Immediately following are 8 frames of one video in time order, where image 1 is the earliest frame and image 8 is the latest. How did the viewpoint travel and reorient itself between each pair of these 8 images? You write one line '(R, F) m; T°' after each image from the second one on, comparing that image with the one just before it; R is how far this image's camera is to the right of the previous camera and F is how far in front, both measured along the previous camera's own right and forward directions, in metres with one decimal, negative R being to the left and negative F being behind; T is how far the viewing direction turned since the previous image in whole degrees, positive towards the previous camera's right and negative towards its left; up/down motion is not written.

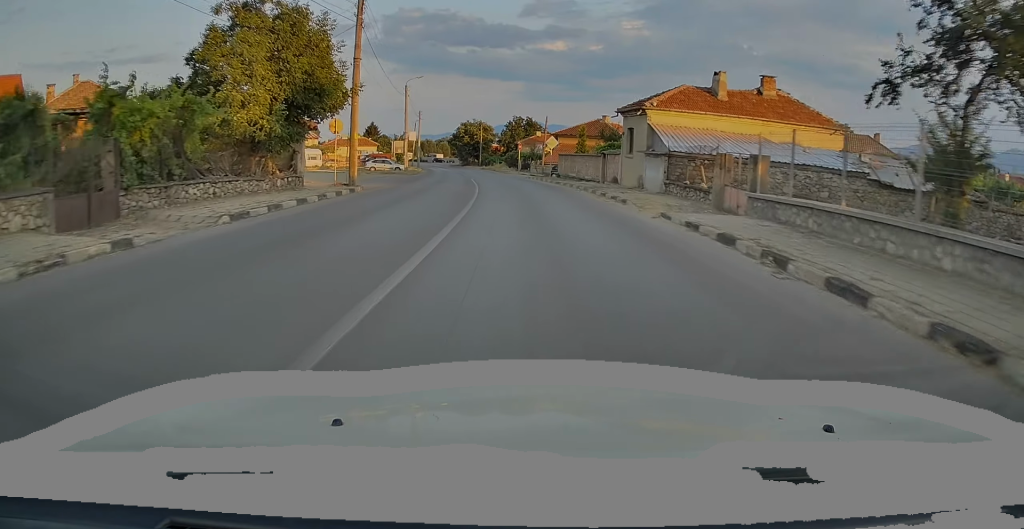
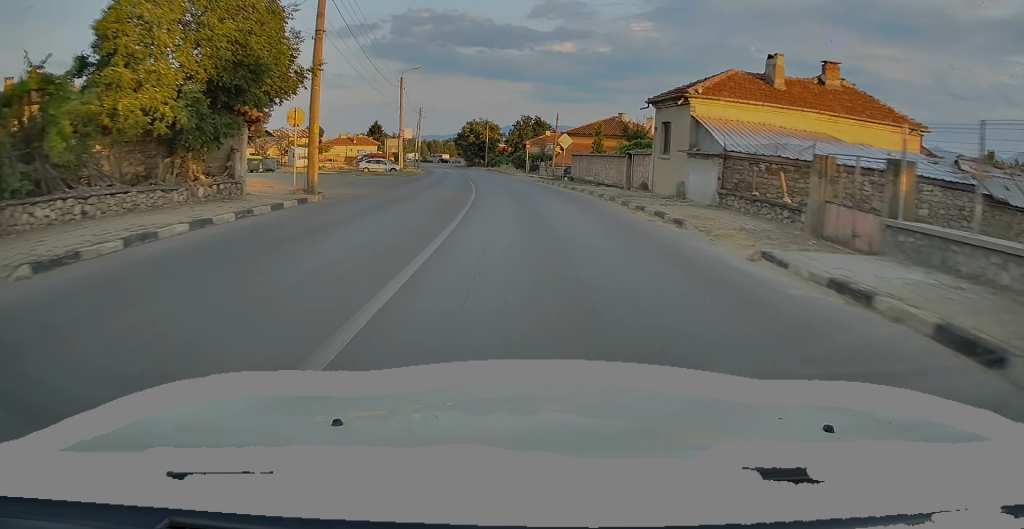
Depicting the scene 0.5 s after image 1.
(0.0, +6.3) m; -1°
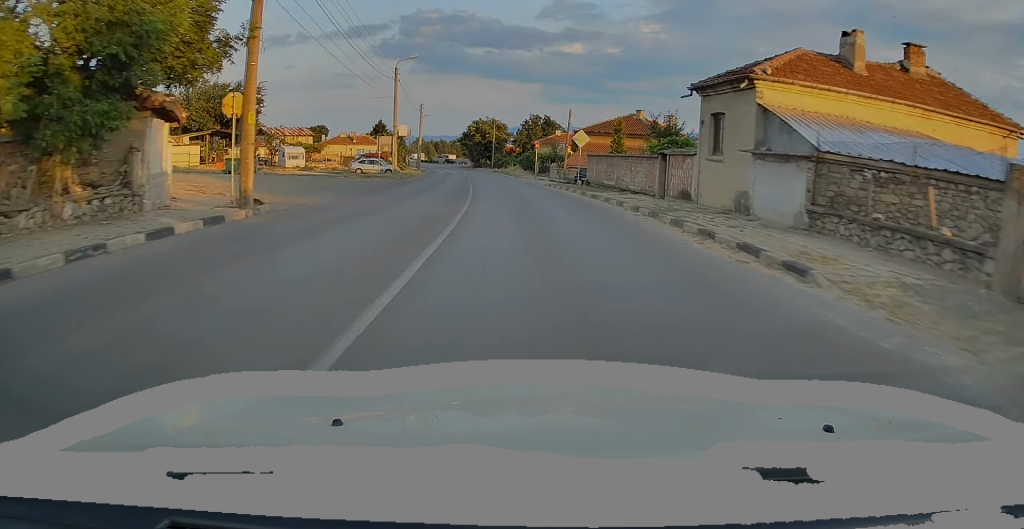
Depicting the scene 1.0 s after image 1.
(0.0, +5.9) m; -1°
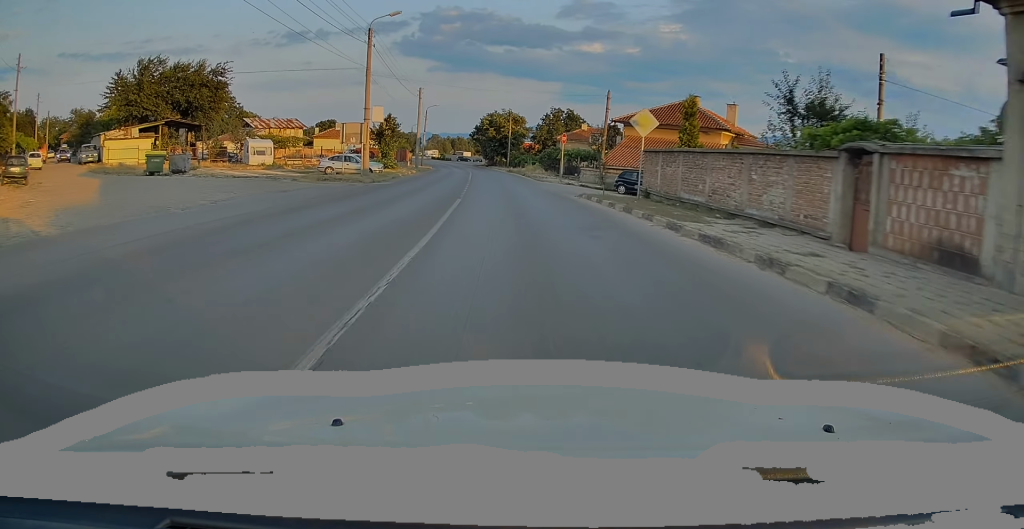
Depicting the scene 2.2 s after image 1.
(-0.3, +13.9) m; -2°
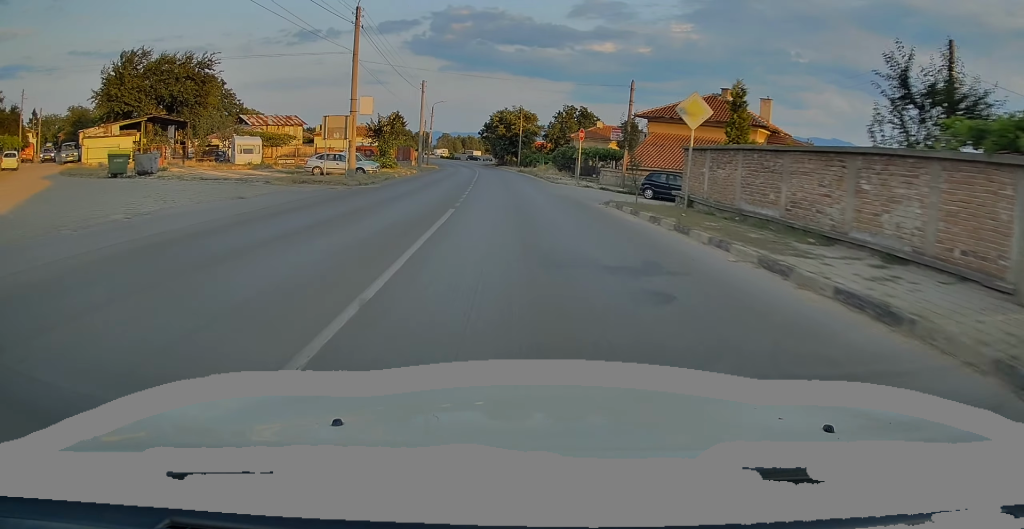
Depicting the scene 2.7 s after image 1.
(+0.1, +5.0) m; -1°
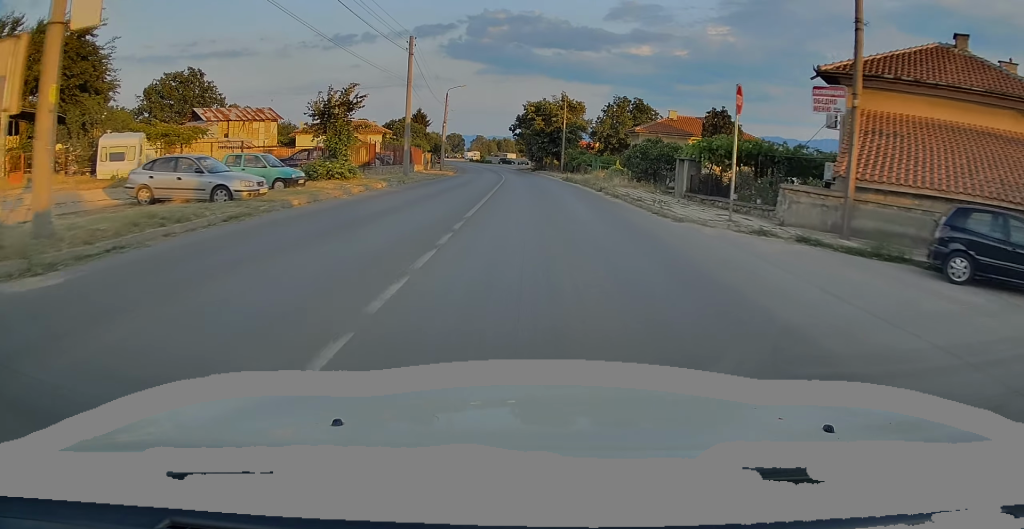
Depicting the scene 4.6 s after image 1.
(-0.6, +21.9) m; -3°
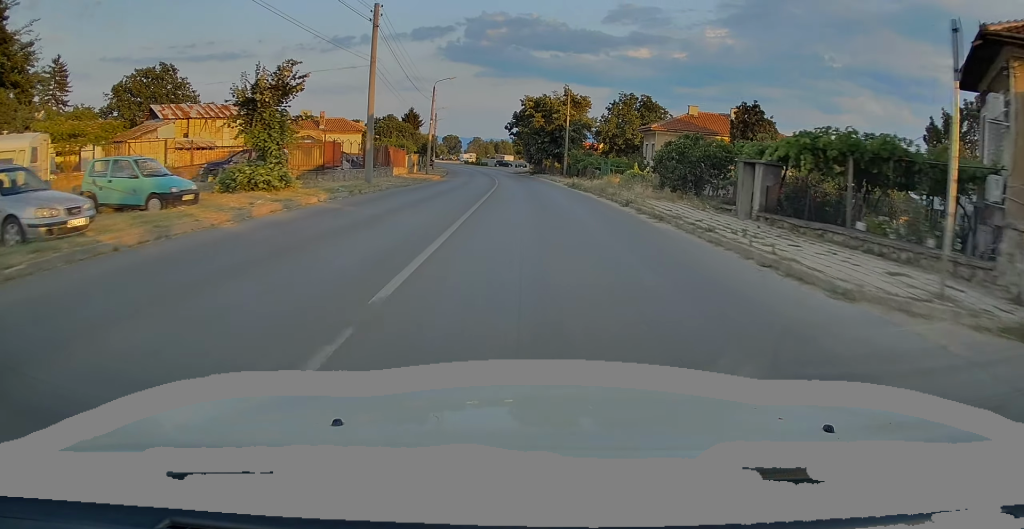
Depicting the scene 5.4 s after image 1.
(-0.1, +8.1) m; -1°
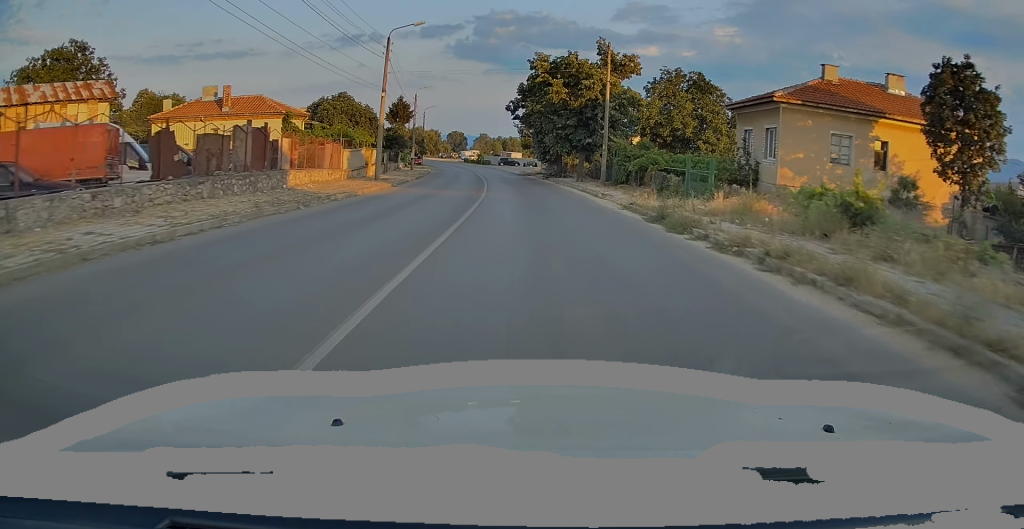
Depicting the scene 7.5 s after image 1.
(+0.1, +23.5) m; +1°
